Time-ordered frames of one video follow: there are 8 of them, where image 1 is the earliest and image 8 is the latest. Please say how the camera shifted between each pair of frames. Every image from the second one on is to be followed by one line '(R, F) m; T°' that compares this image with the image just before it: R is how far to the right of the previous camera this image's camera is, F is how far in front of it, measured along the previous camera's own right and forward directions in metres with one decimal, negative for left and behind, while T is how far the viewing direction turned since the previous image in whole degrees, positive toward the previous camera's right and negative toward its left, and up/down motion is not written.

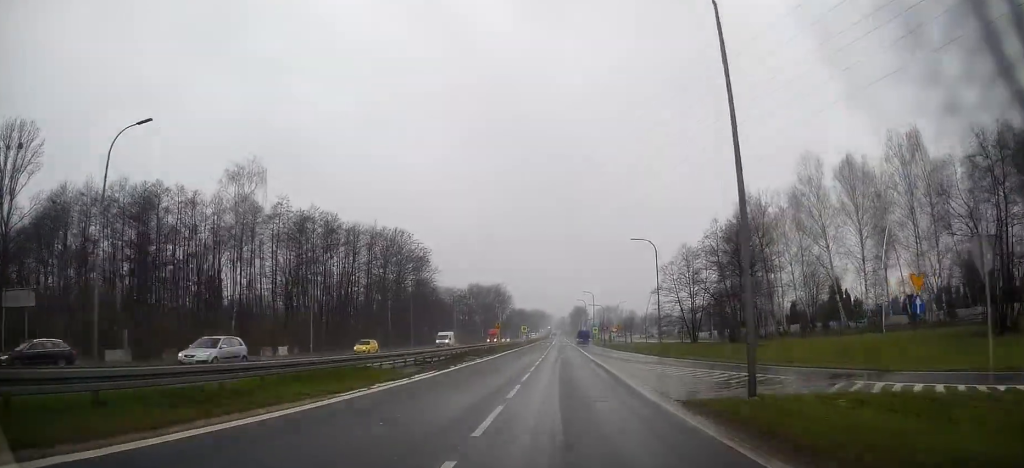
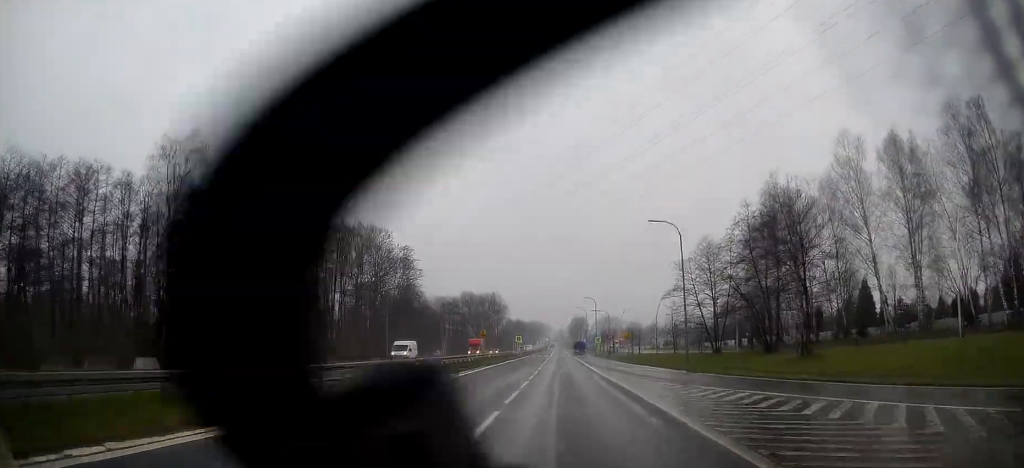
(+0.3, +12.0) m; 0°
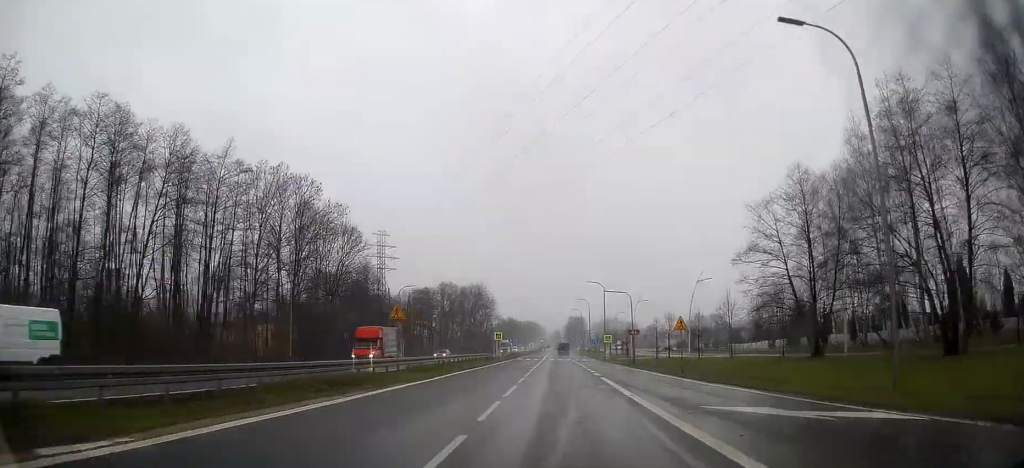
(-0.7, +27.4) m; -1°
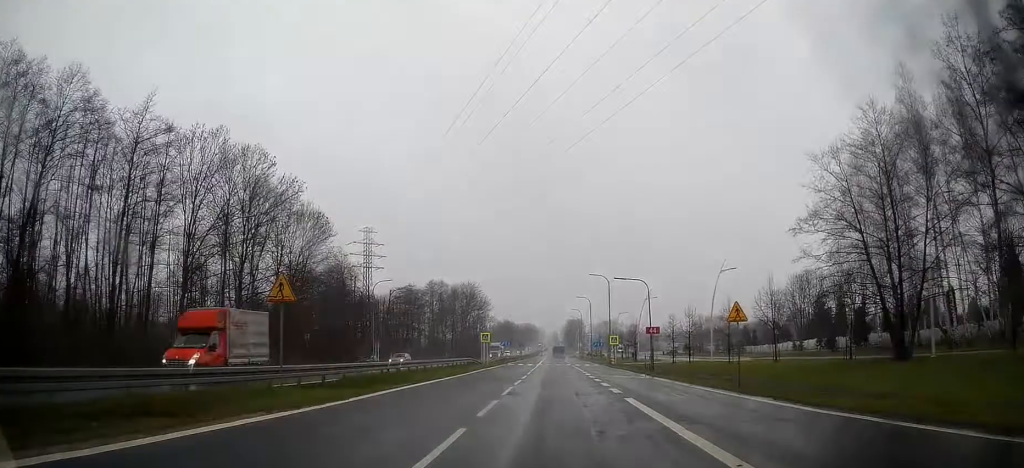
(+0.1, +11.0) m; 0°
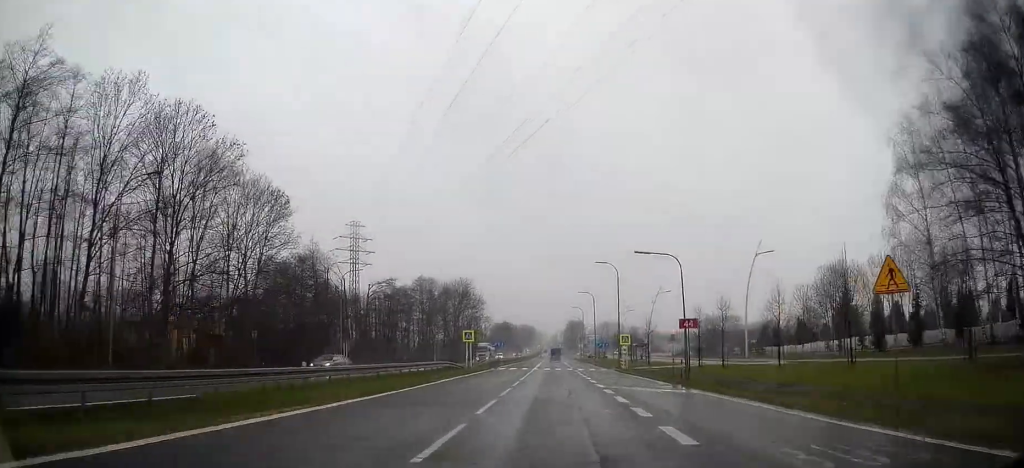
(+0.2, +11.0) m; 0°
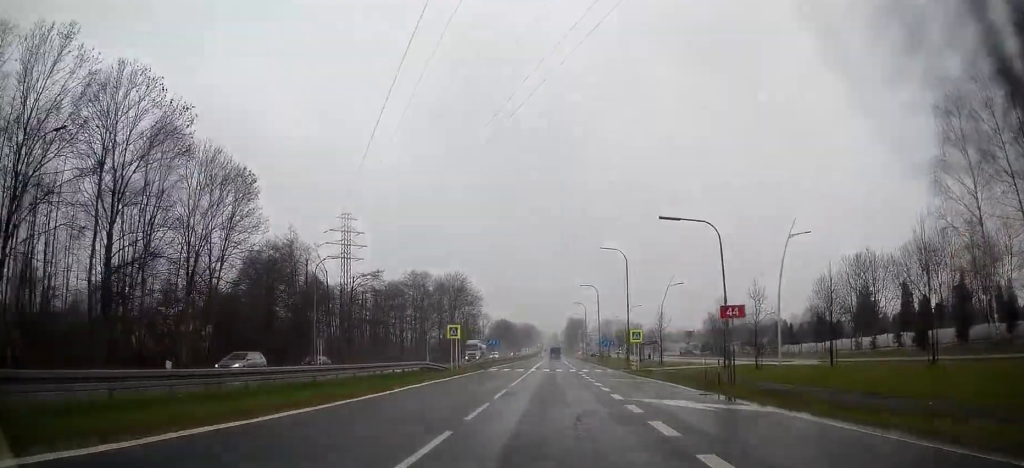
(-0.2, +7.2) m; 0°
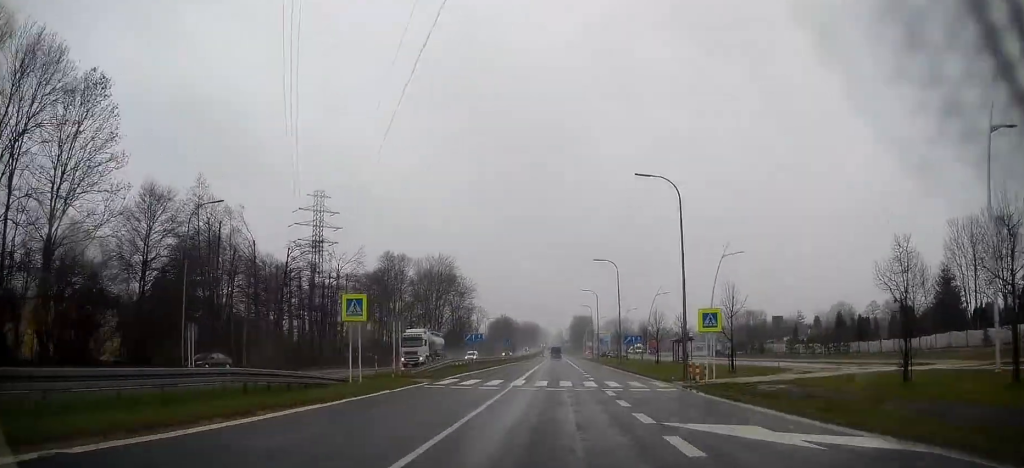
(+0.1, +21.6) m; 0°
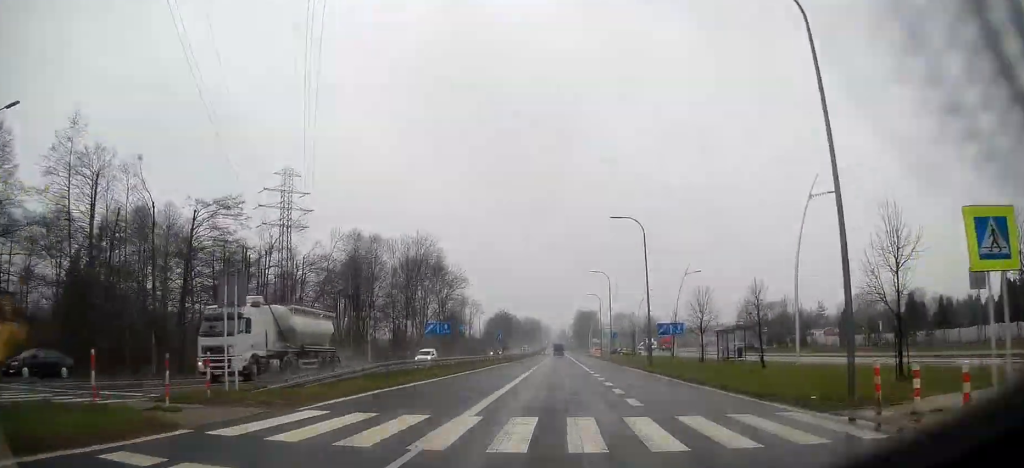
(-0.2, +17.3) m; 0°
